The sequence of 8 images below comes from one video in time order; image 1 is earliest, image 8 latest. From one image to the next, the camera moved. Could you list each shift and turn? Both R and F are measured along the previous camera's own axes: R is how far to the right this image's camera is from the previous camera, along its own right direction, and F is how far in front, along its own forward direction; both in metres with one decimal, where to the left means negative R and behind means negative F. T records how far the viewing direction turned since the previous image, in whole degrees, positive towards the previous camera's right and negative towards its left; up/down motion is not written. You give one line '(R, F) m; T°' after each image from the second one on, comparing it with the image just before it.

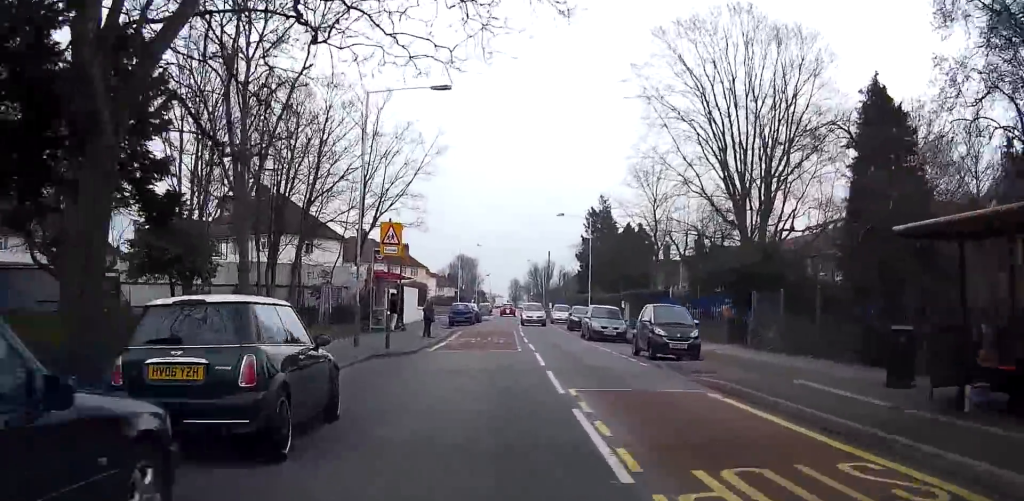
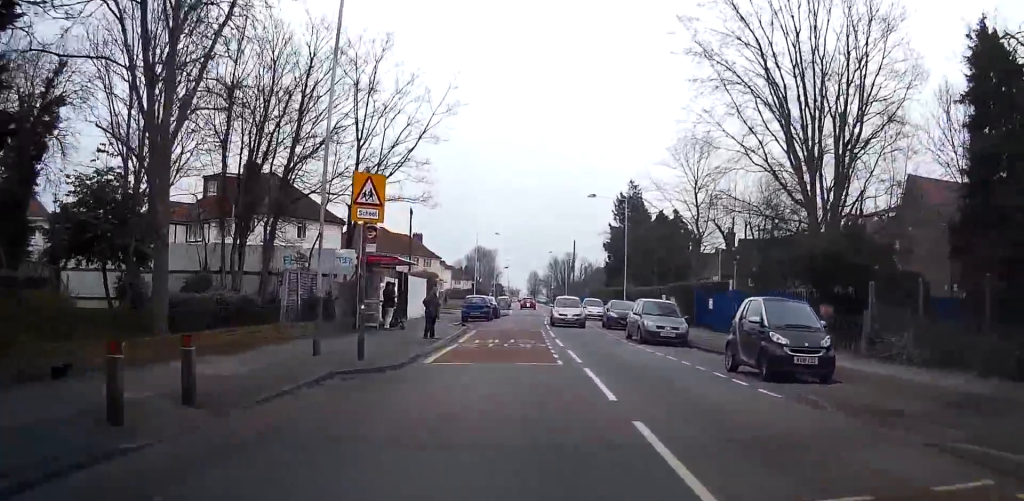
(0.0, +7.4) m; 0°
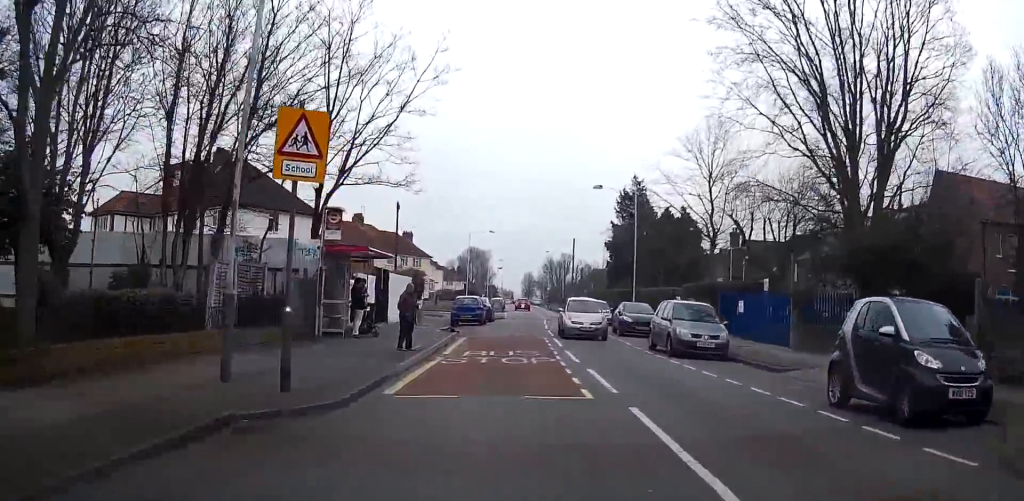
(0.0, +5.2) m; 0°
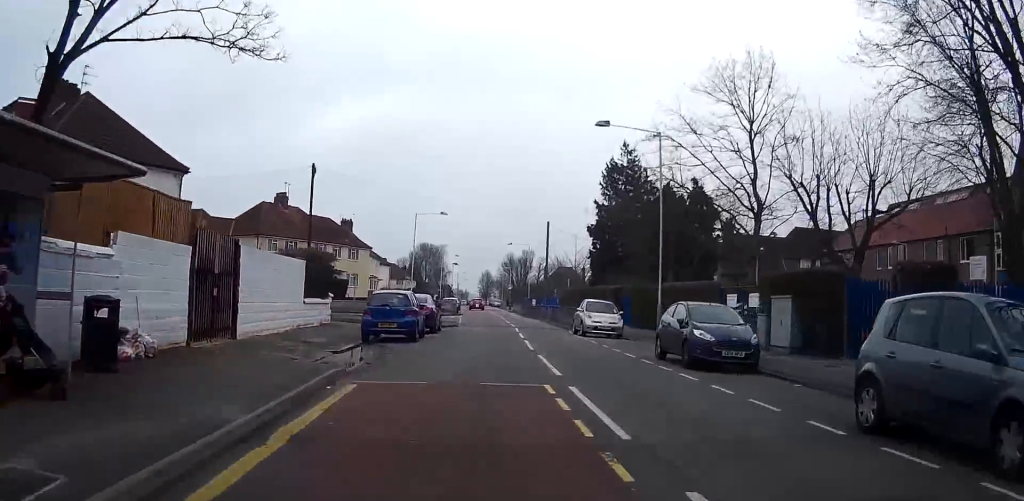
(0.0, +15.9) m; +2°
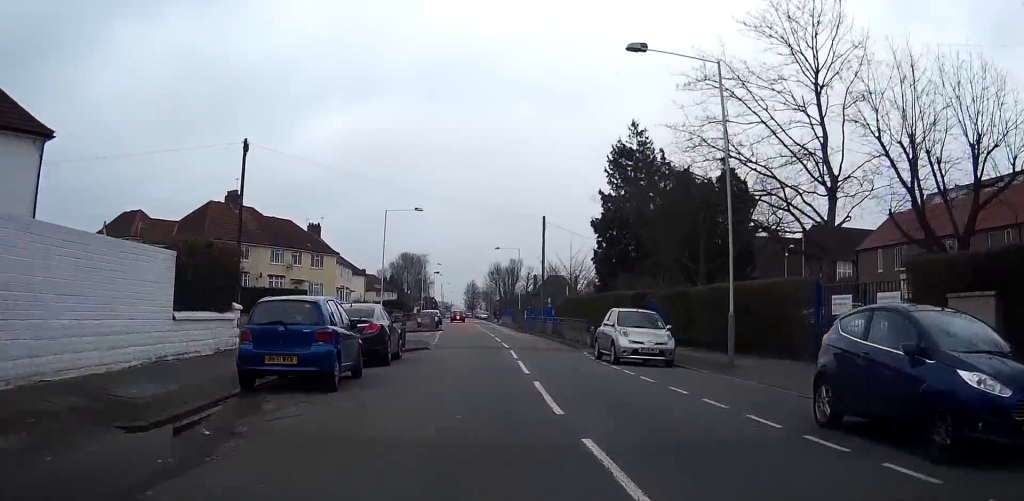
(+0.3, +9.6) m; +2°
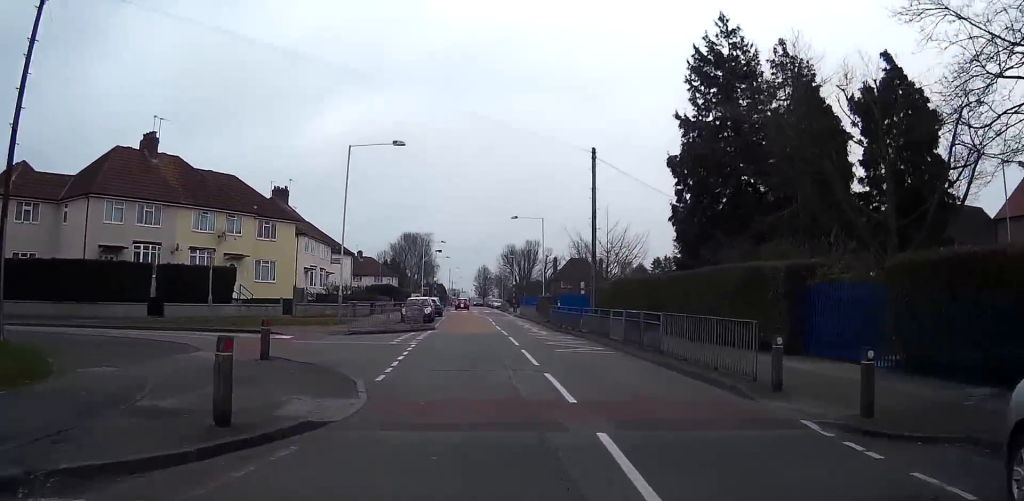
(-0.1, +17.6) m; -2°
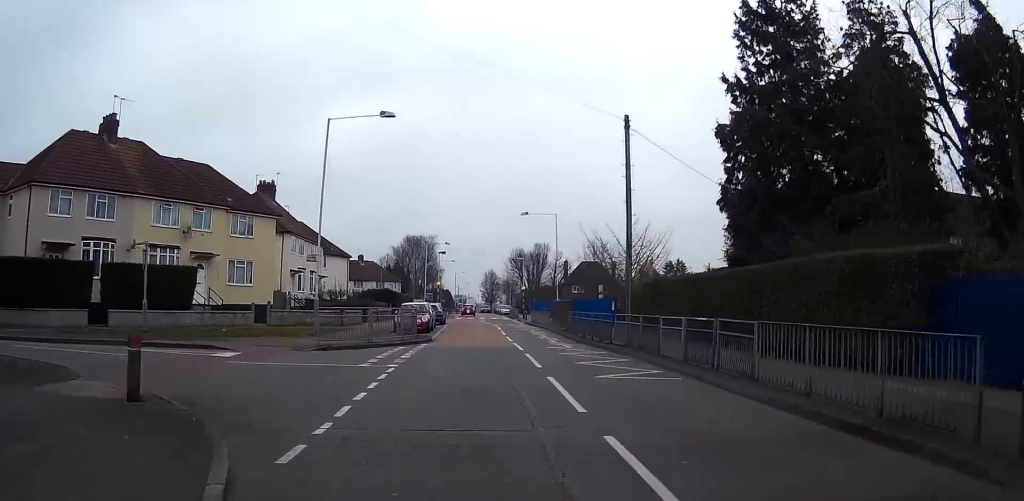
(-0.1, +5.9) m; -1°
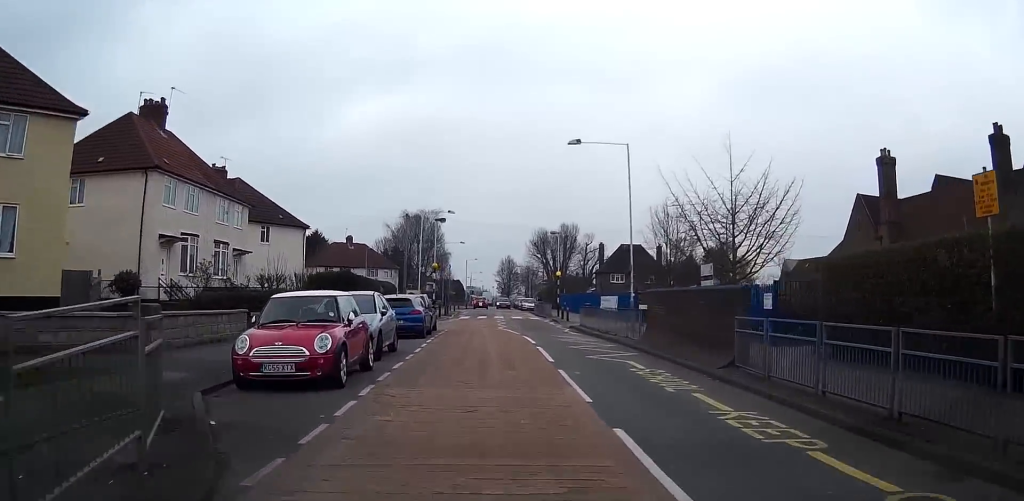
(-0.3, +23.4) m; -1°
